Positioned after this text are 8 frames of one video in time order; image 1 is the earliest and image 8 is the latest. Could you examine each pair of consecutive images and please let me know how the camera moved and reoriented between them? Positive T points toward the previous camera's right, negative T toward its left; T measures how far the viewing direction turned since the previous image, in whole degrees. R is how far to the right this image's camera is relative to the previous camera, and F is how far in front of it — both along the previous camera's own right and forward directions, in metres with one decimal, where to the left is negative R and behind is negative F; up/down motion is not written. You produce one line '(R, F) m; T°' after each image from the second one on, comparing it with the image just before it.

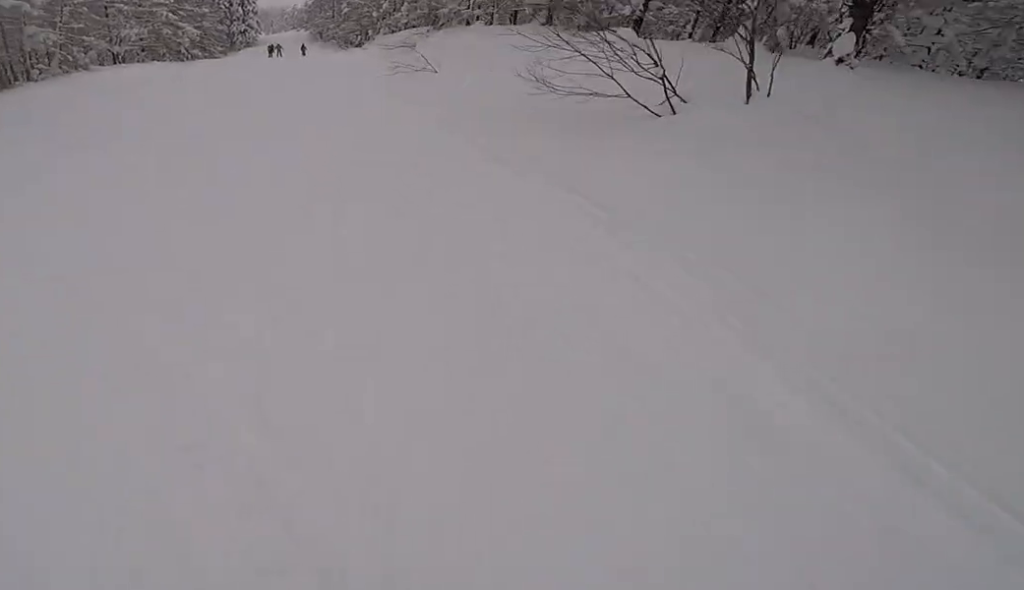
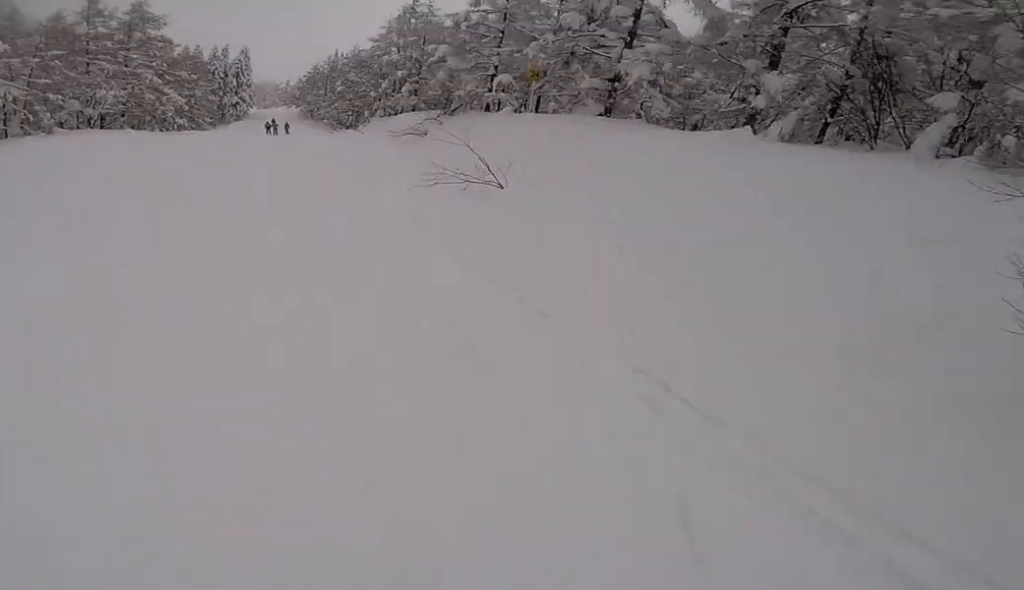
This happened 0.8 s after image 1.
(0.0, +6.0) m; 0°
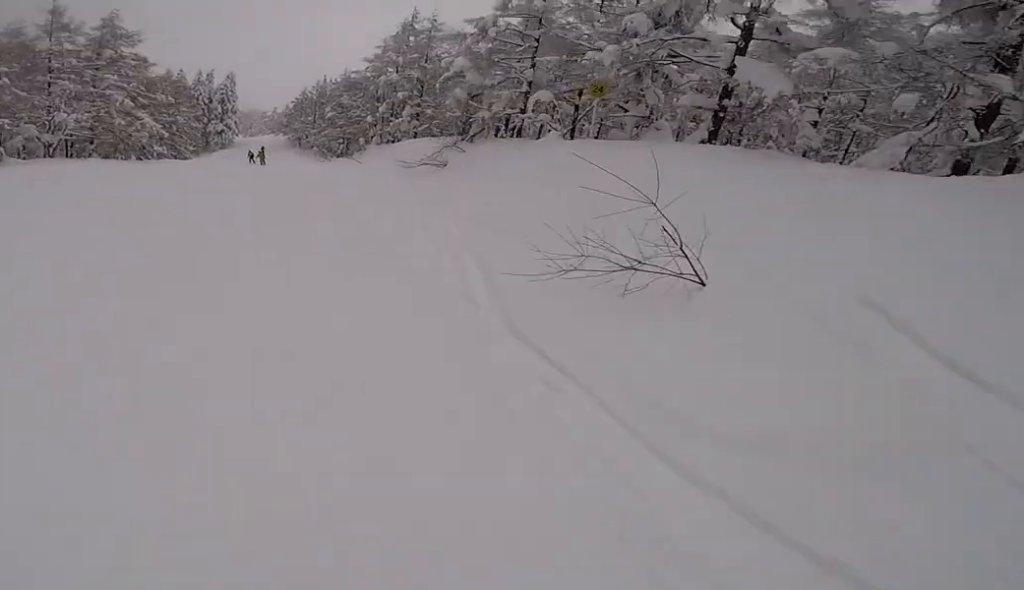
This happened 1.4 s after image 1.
(0.0, +4.9) m; 0°
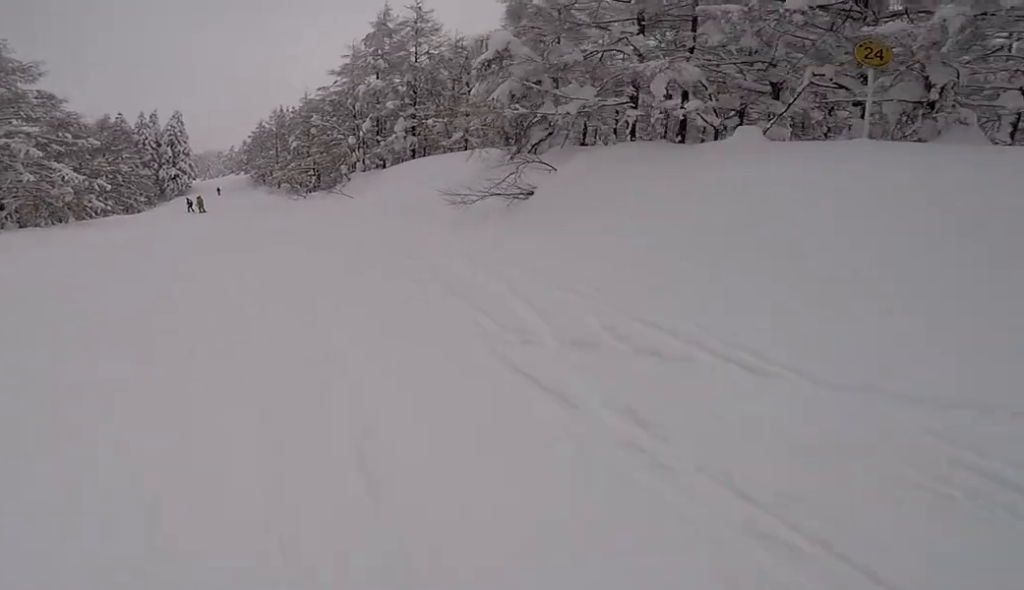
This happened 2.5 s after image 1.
(0.0, +8.4) m; 0°
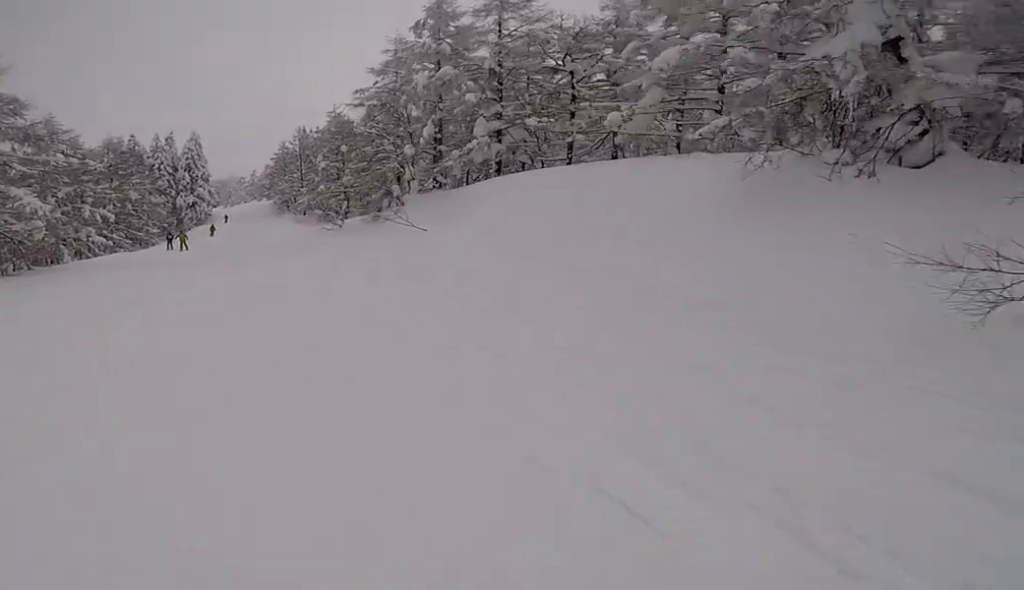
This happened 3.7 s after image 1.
(0.0, +9.2) m; 0°
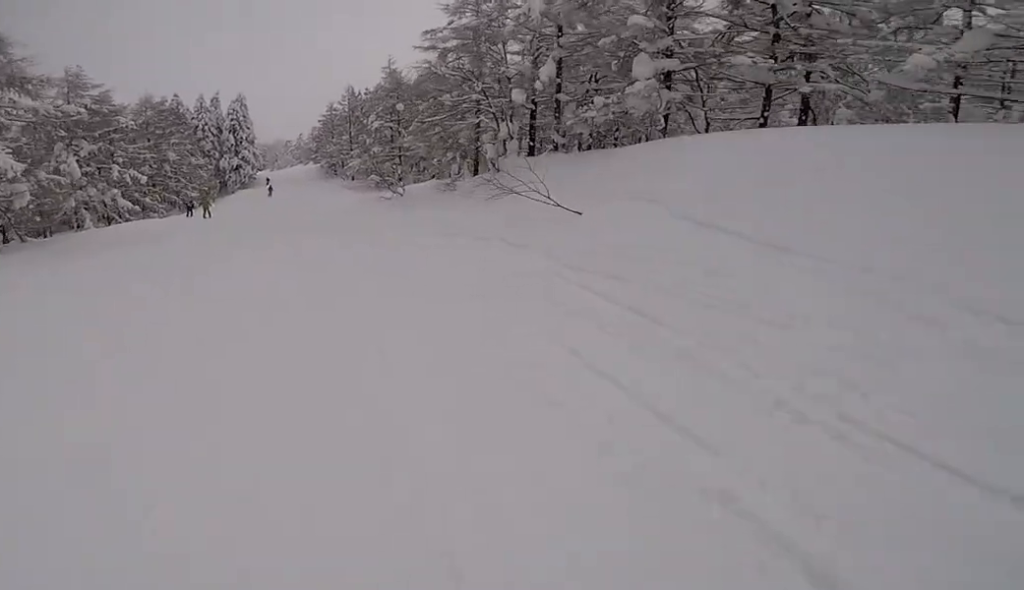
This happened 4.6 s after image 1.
(0.0, +7.4) m; 0°
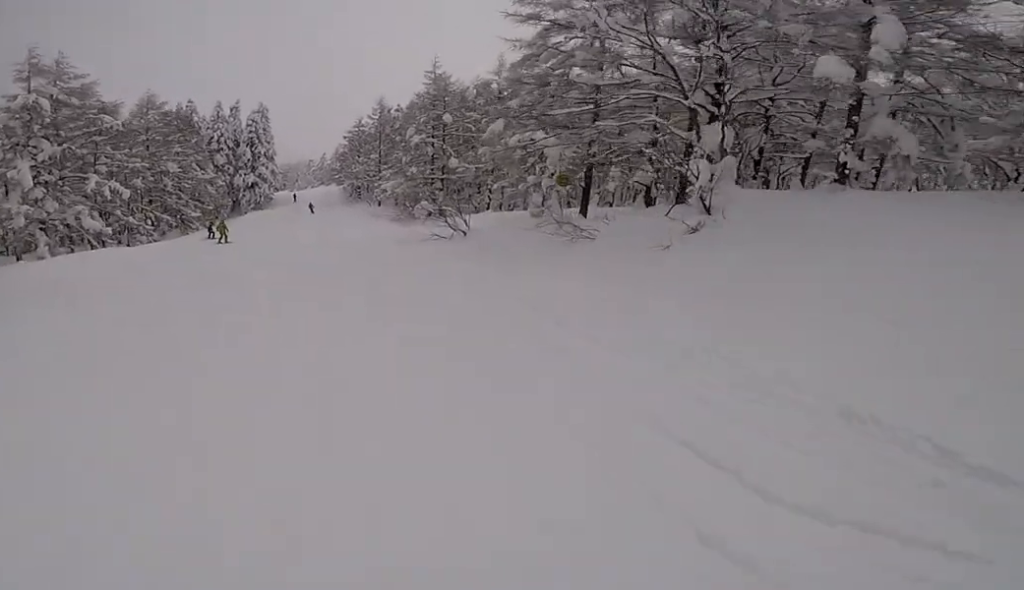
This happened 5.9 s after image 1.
(0.0, +10.4) m; 0°
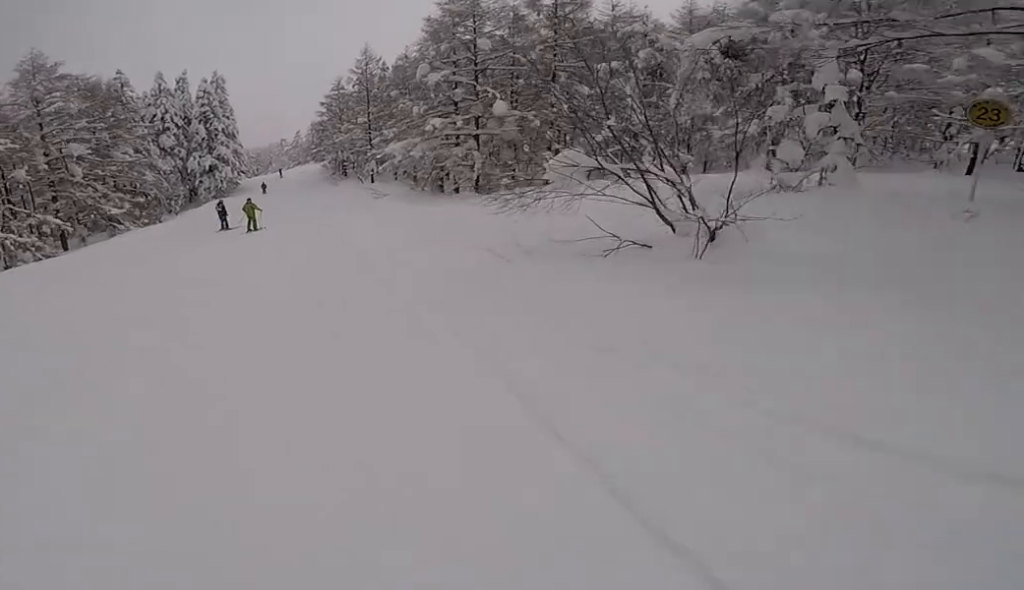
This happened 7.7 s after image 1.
(0.0, +14.6) m; 0°
